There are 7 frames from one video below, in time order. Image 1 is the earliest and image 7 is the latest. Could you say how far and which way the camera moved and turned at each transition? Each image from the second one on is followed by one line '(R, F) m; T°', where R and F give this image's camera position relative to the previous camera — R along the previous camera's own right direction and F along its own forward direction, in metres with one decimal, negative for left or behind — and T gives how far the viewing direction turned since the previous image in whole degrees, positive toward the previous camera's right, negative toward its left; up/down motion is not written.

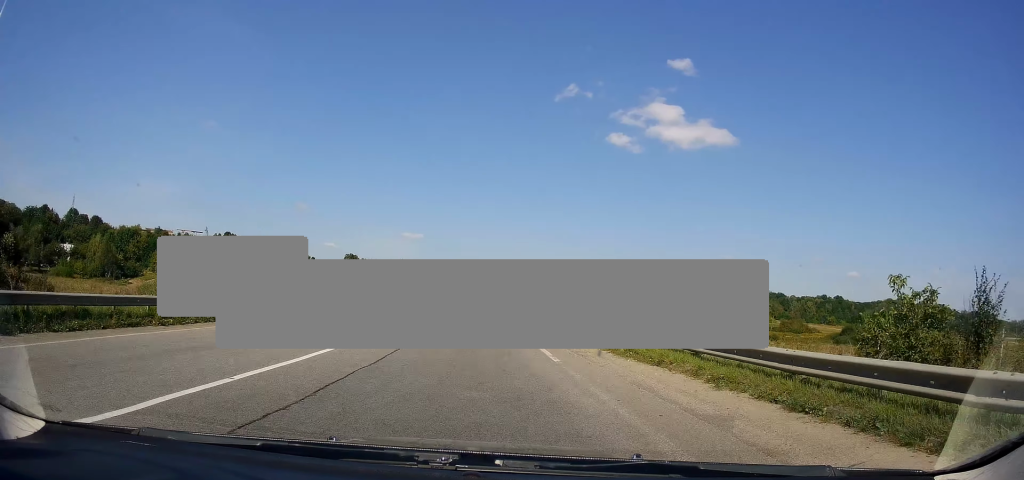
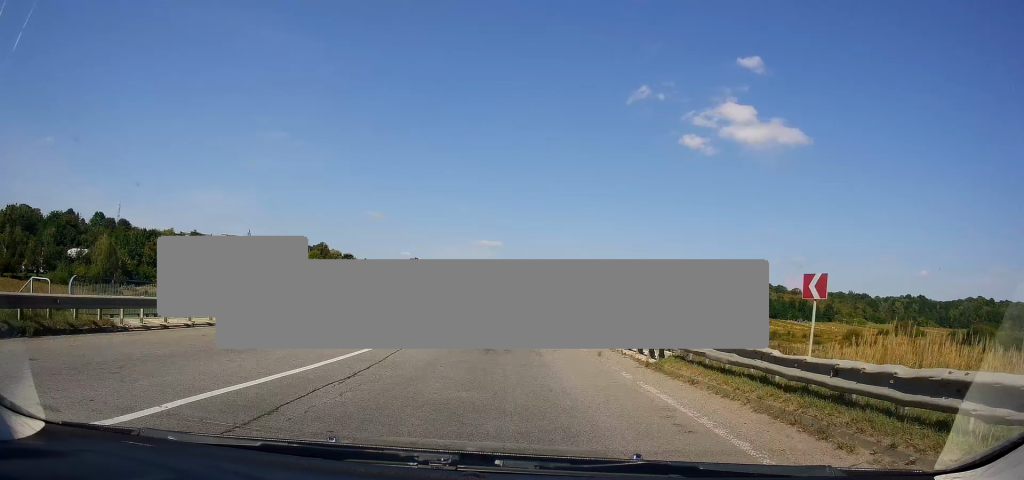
(-2.3, +35.1) m; -8°
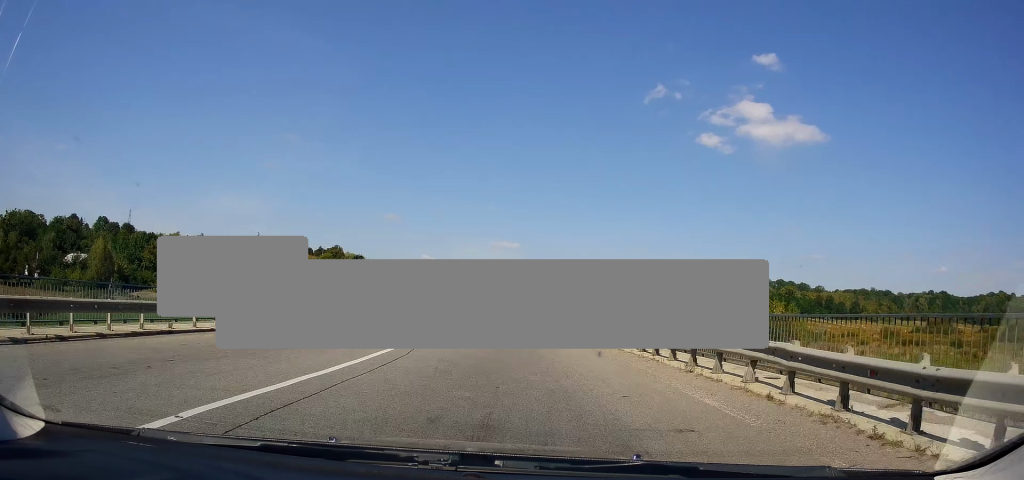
(-0.1, +11.0) m; -3°
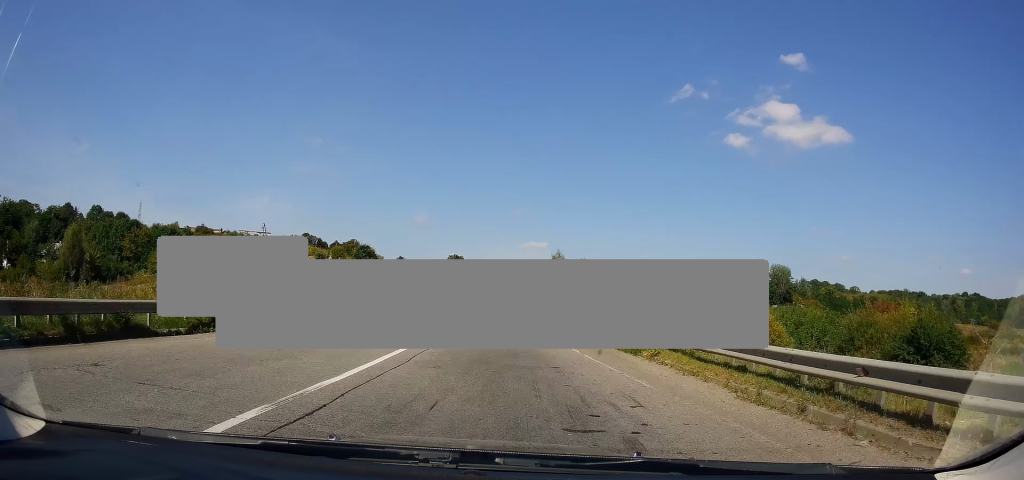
(-1.0, +24.1) m; -4°
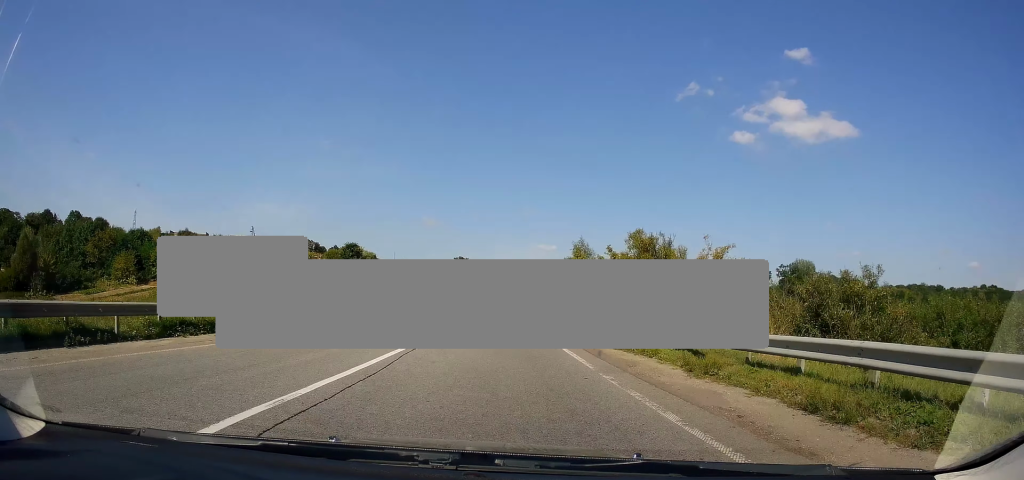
(-0.6, +19.6) m; -3°
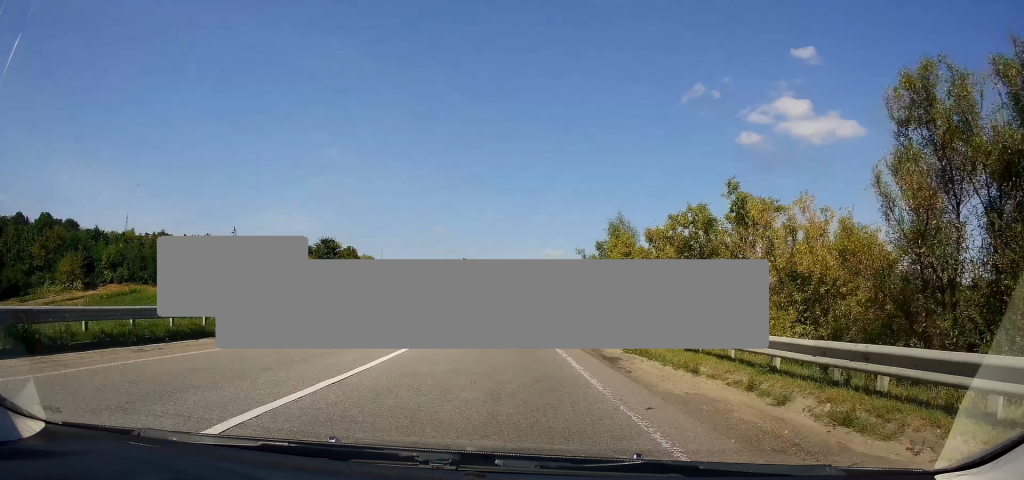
(-0.6, +20.7) m; -2°
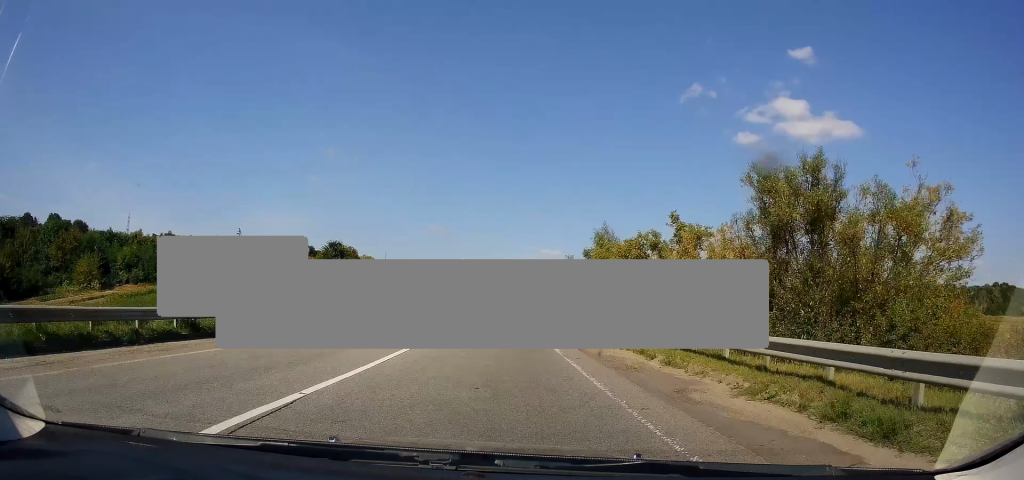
(-0.1, +12.5) m; 0°
